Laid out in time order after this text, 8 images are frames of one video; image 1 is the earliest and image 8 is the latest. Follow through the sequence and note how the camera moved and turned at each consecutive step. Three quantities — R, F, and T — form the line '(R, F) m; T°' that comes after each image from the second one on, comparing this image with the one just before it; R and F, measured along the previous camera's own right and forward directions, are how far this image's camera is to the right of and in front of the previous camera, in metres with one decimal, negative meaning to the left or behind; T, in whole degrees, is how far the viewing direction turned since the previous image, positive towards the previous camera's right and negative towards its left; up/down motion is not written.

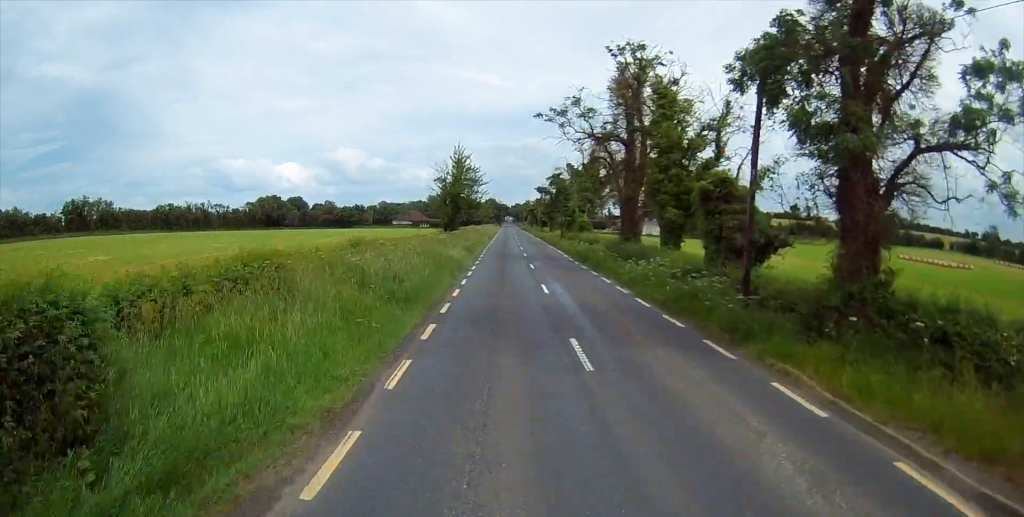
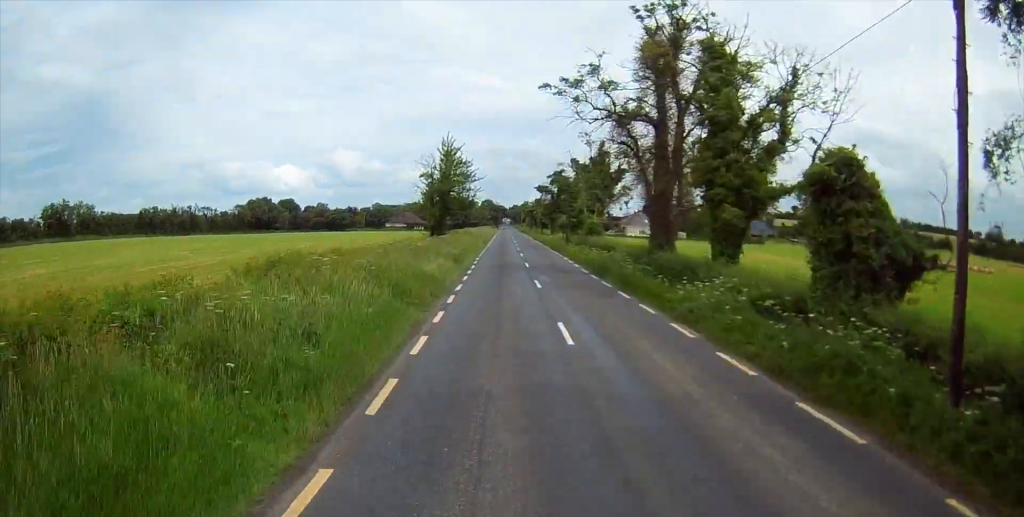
(0.0, +9.0) m; 0°
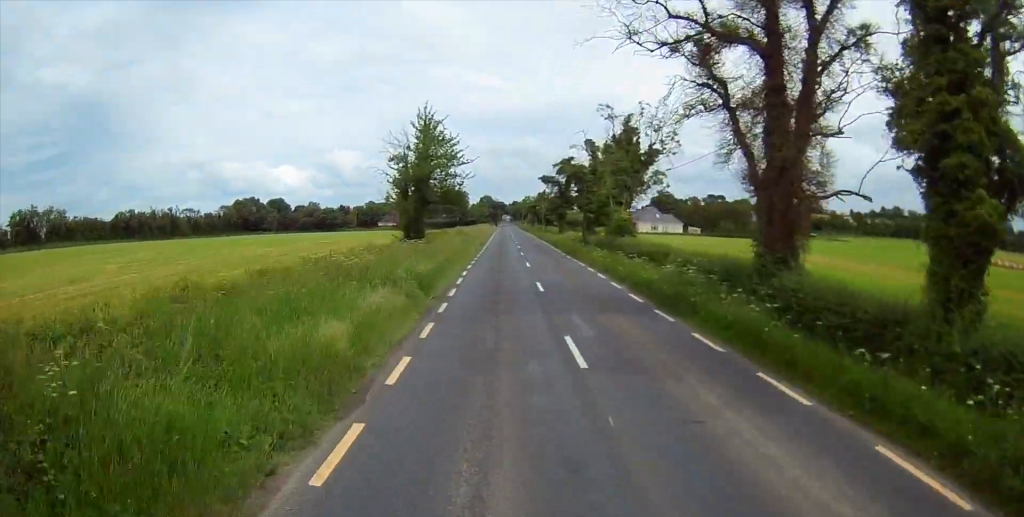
(0.0, +14.3) m; 0°
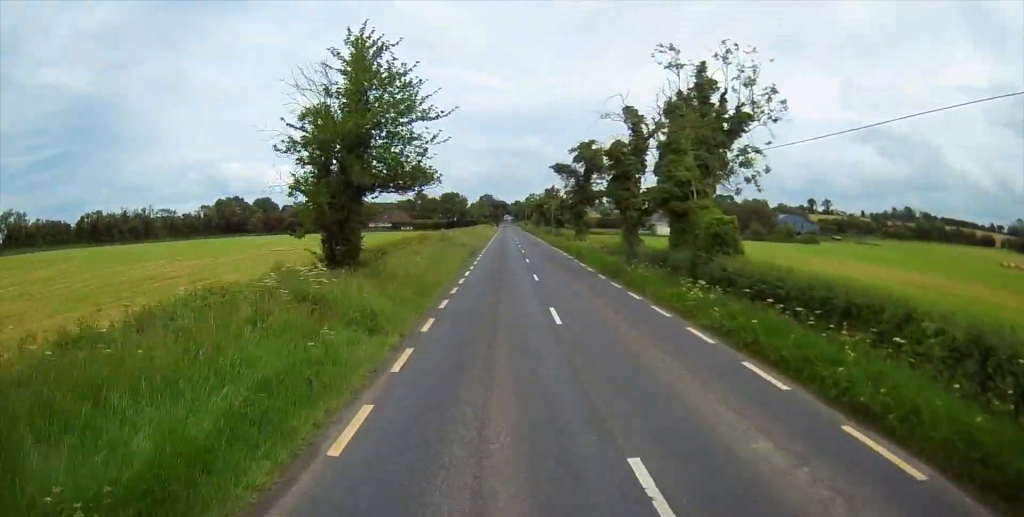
(+0.1, +18.9) m; -1°
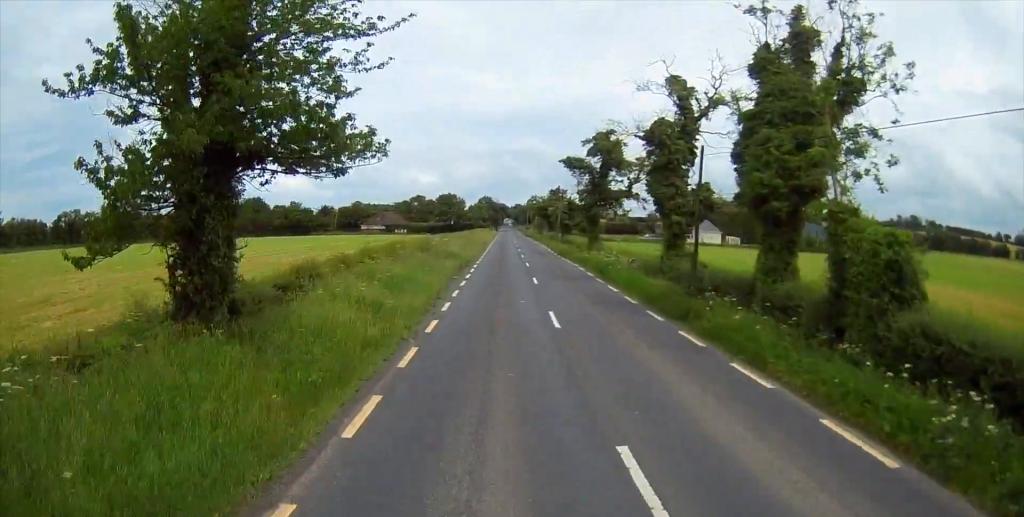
(-0.2, +11.1) m; 0°
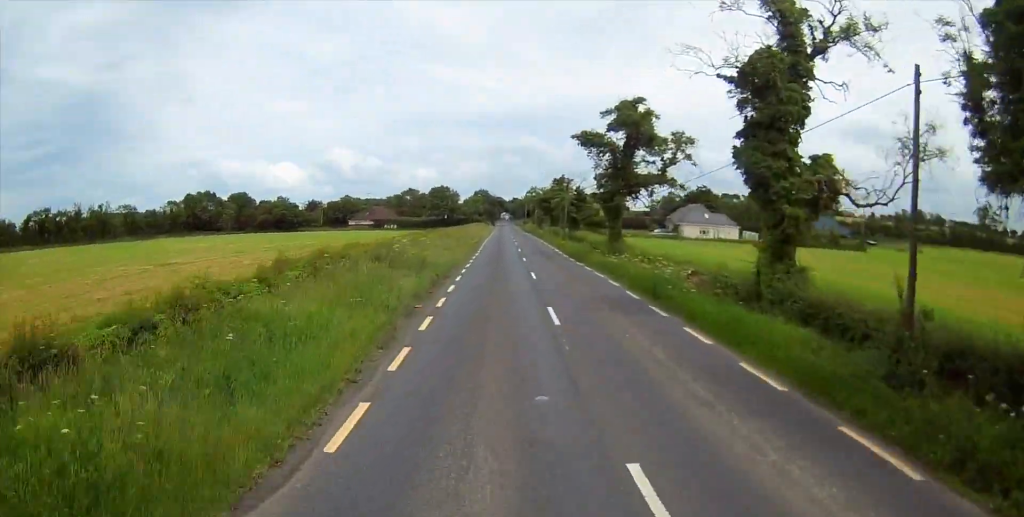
(-0.3, +12.5) m; 0°
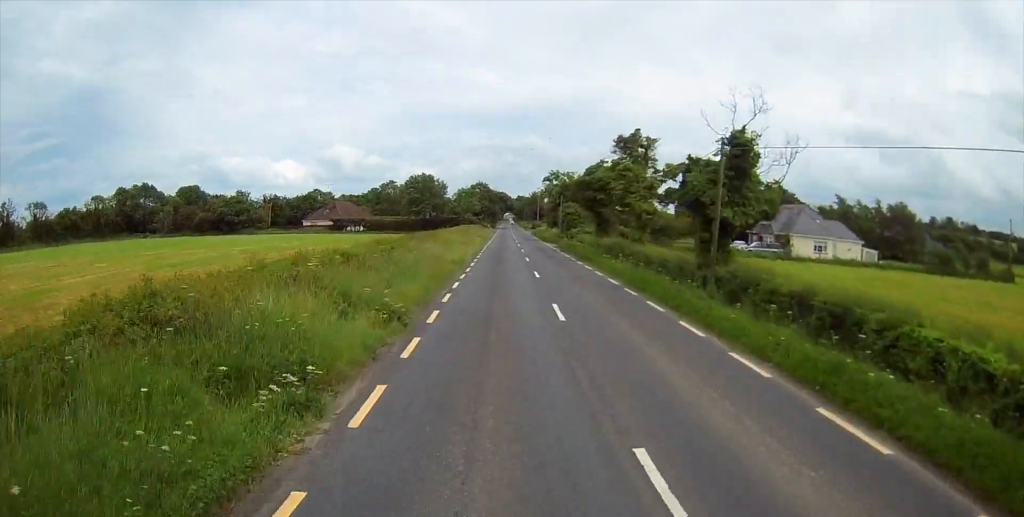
(+1.3, +46.3) m; +2°
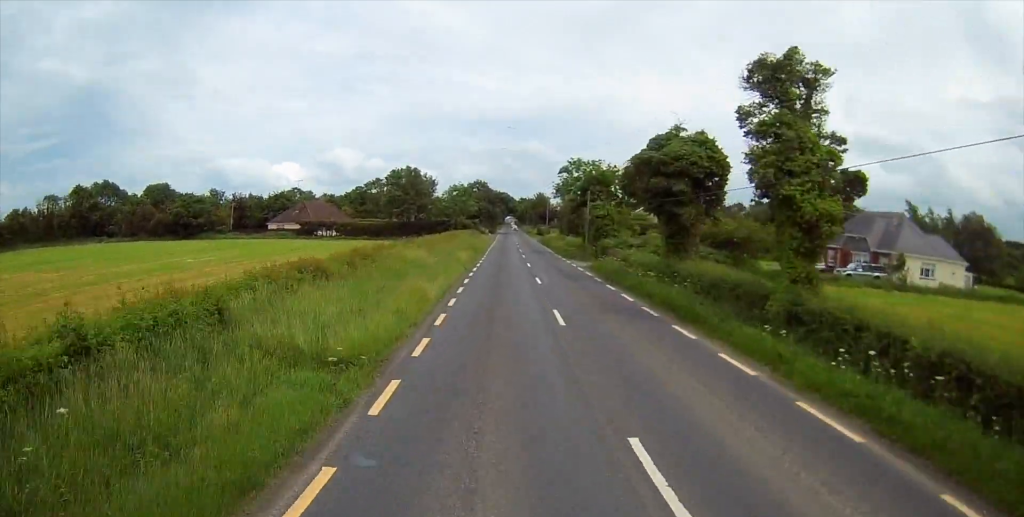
(0.0, +22.7) m; -1°
